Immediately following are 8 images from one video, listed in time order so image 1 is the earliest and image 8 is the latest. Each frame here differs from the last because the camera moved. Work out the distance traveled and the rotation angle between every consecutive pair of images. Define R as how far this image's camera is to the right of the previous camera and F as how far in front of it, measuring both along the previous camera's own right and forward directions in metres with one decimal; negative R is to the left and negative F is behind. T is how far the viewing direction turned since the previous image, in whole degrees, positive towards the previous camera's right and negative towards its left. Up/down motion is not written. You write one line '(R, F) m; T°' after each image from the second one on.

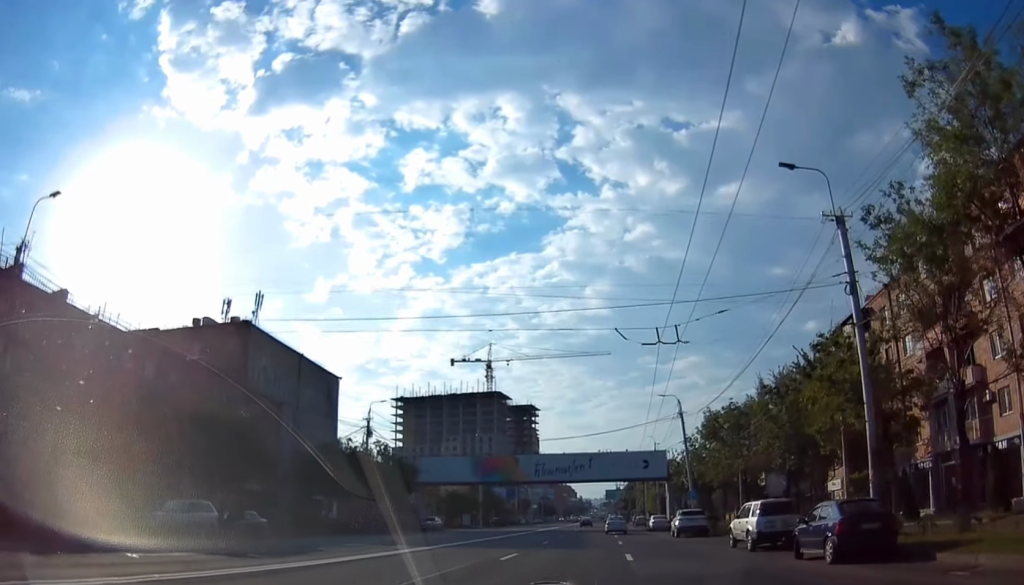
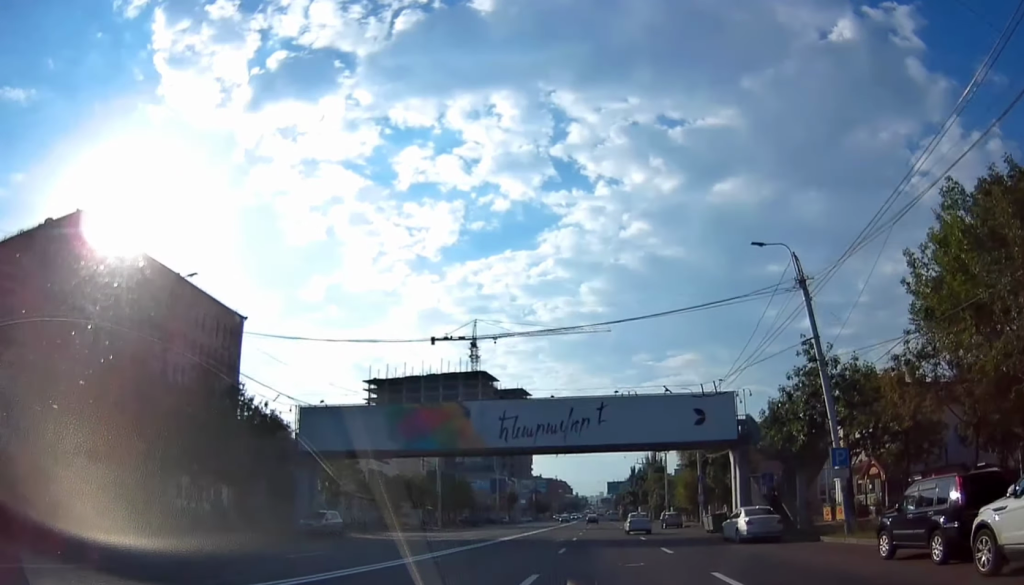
(+0.4, +32.2) m; +1°
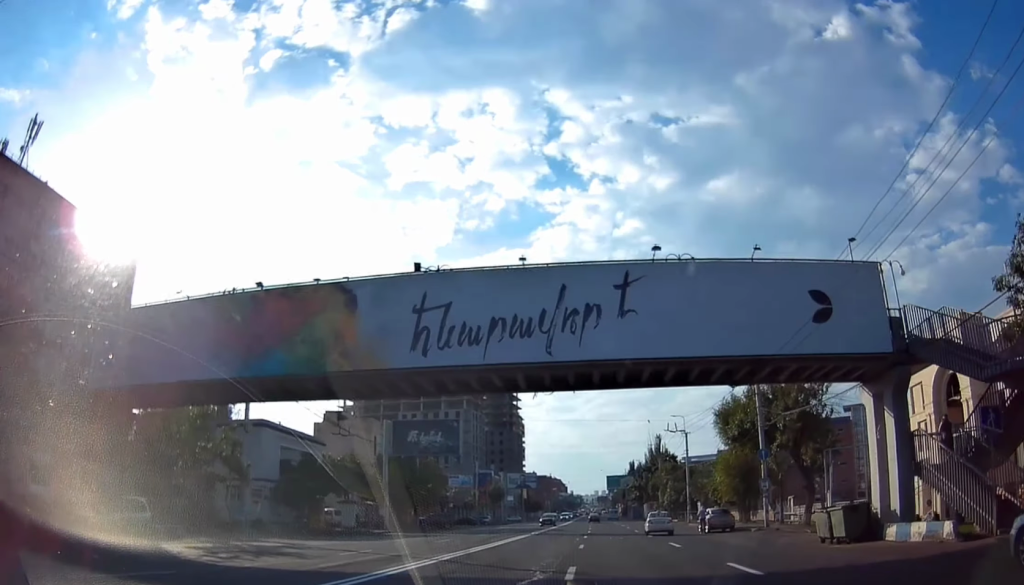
(+0.4, +21.5) m; 0°
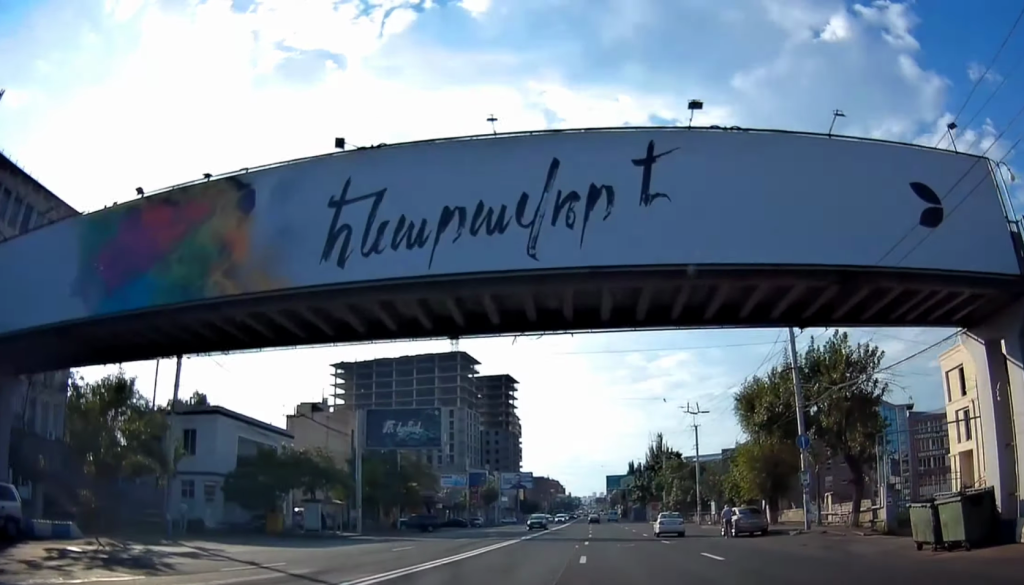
(0.0, +7.4) m; -1°
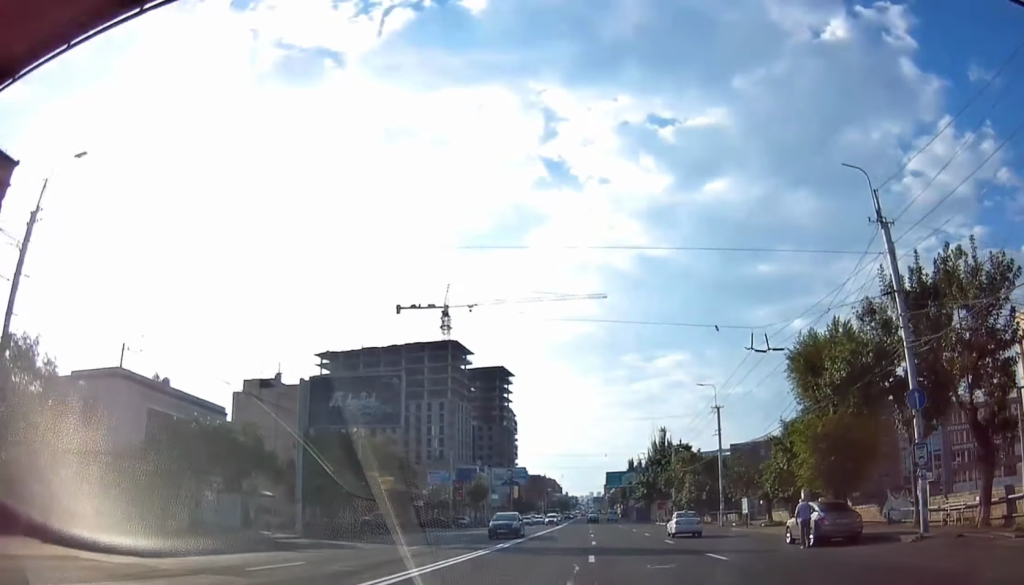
(-0.1, +11.5) m; 0°
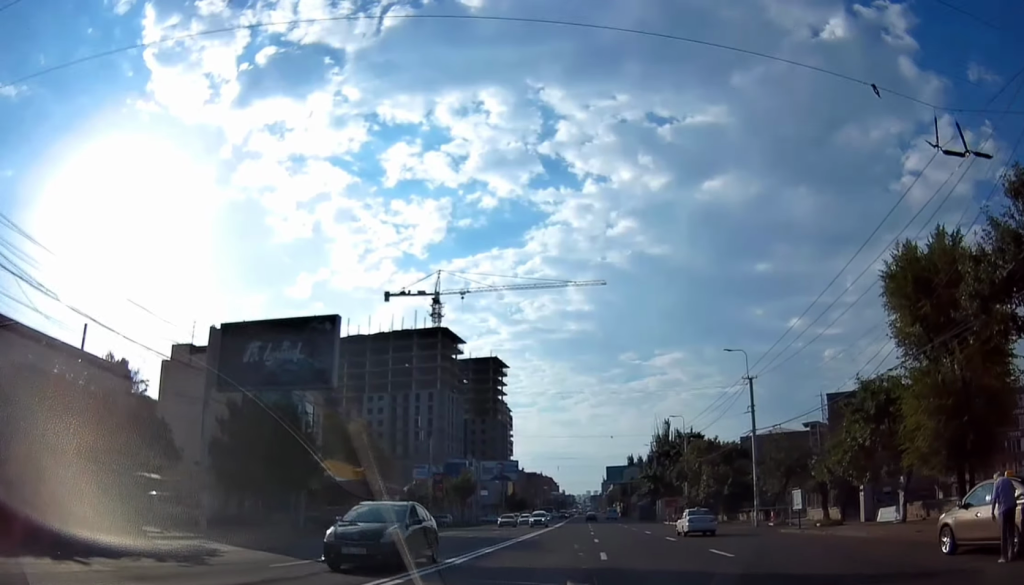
(-0.1, +11.7) m; +1°
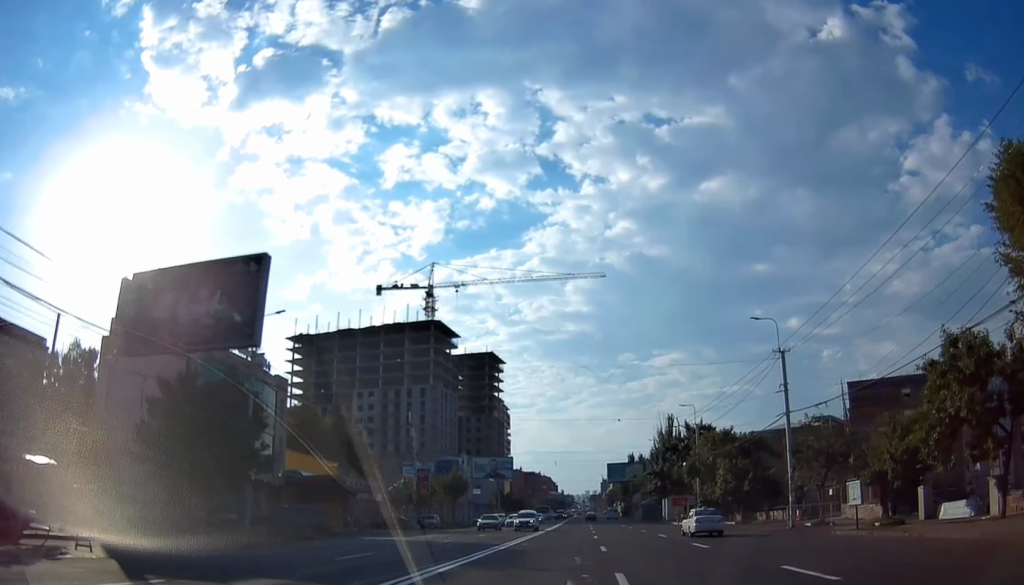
(+0.2, +7.6) m; 0°
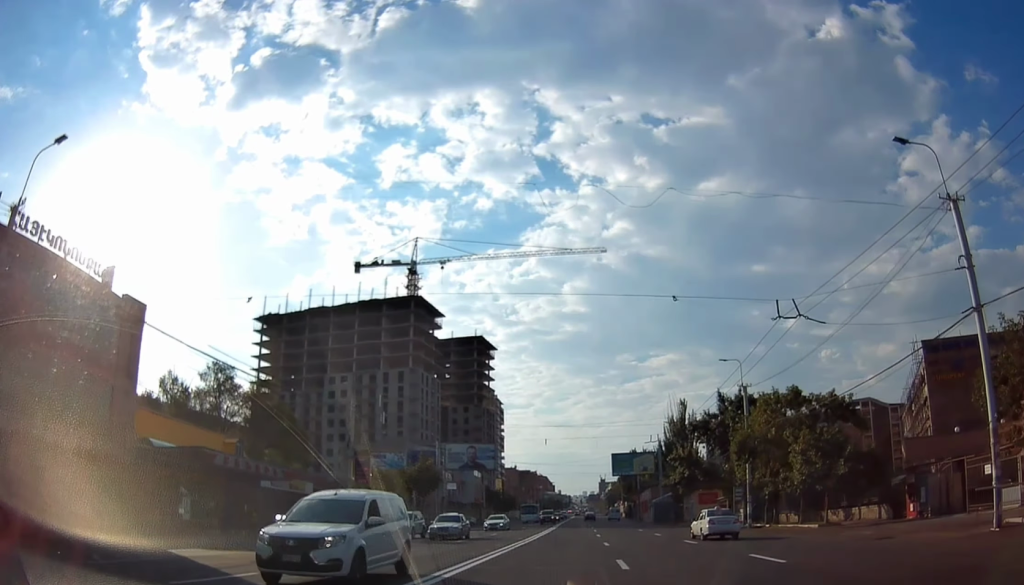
(0.0, +20.1) m; +1°
